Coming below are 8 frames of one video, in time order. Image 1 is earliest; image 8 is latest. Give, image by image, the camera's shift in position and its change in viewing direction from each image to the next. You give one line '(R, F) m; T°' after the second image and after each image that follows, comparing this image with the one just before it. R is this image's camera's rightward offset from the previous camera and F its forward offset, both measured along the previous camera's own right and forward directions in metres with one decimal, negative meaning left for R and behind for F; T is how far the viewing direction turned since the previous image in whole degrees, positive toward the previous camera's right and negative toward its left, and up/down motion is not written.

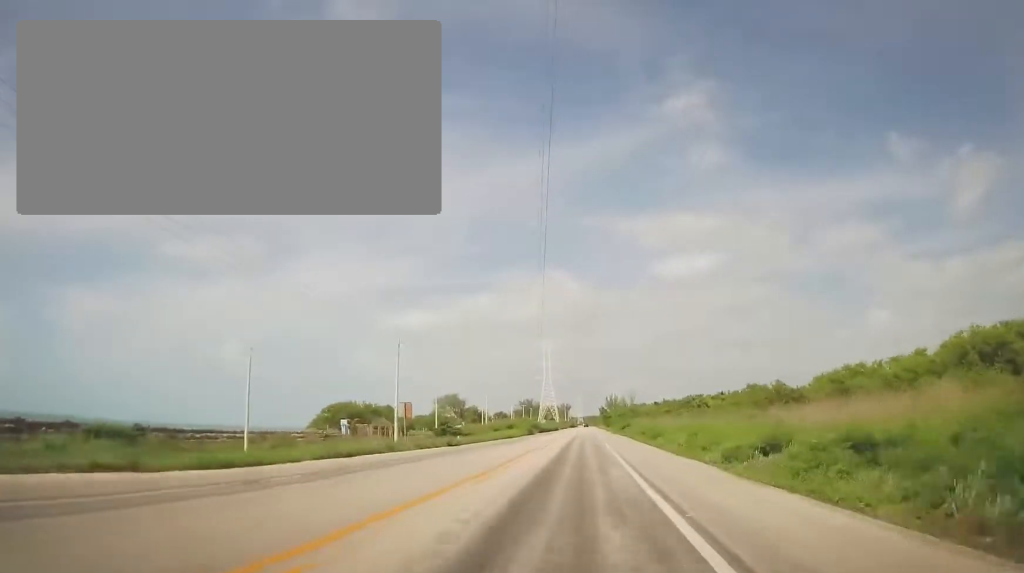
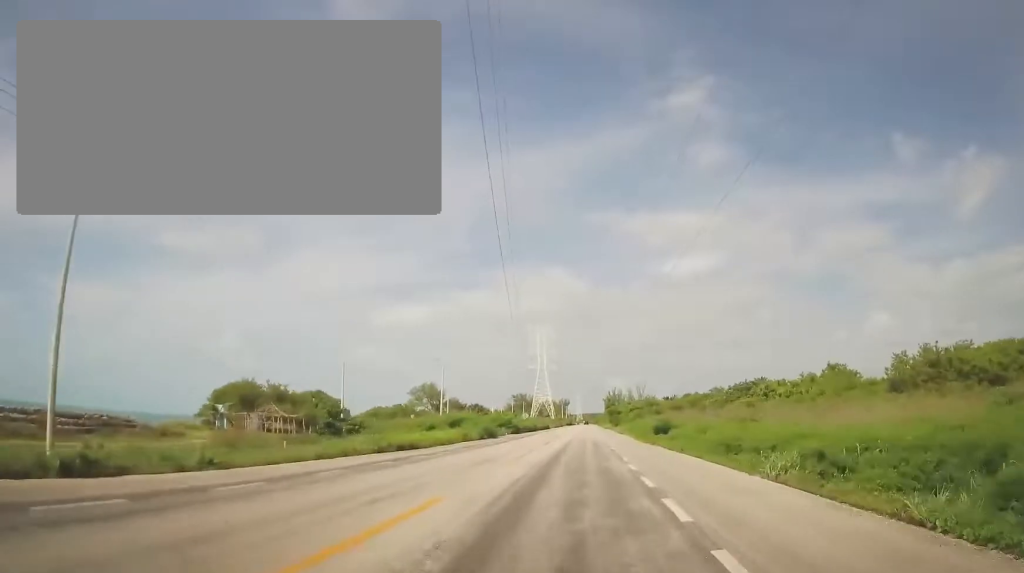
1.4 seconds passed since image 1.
(+1.0, +39.8) m; +1°
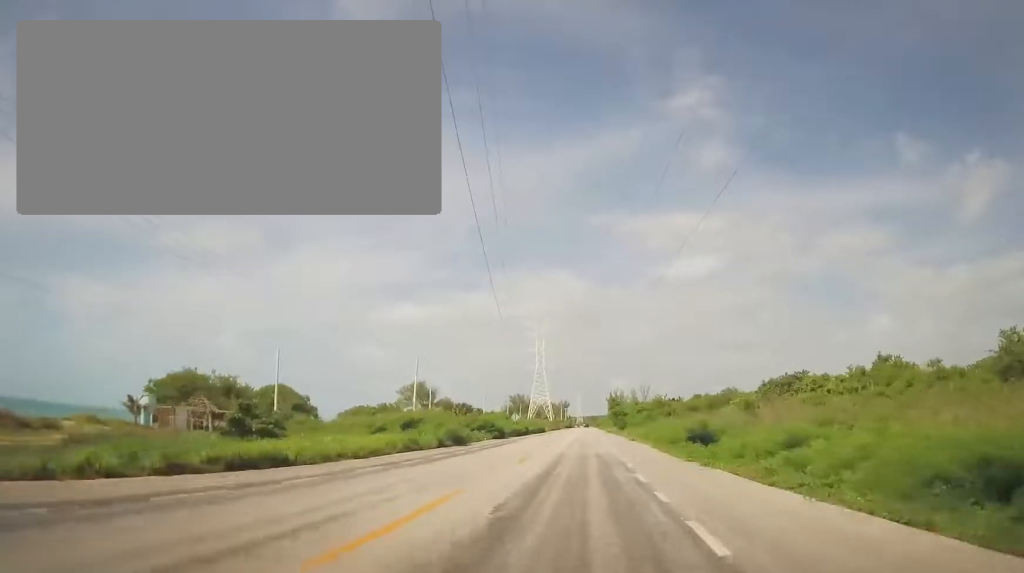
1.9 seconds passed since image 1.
(-0.1, +14.2) m; 0°
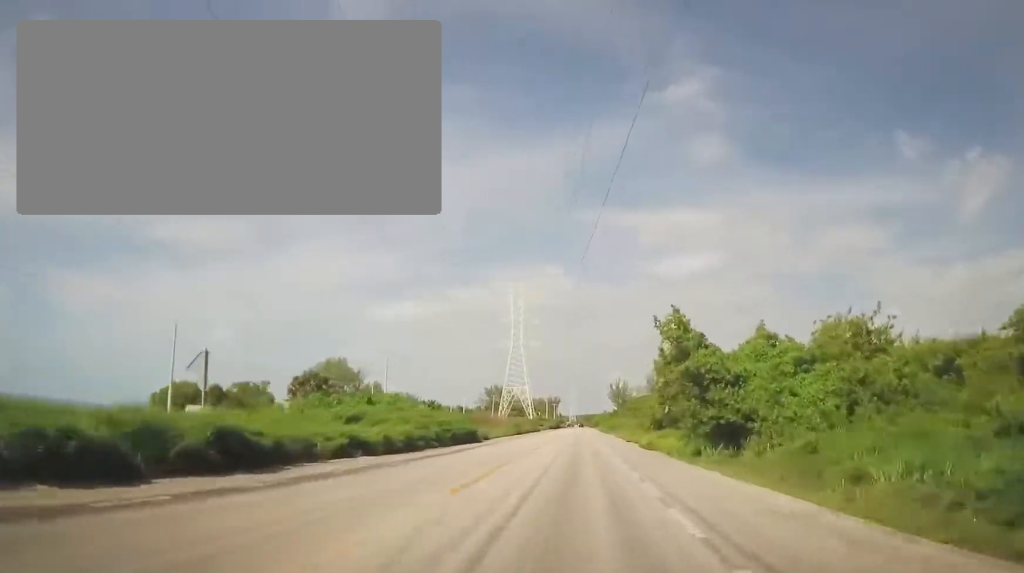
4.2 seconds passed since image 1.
(-0.9, +68.3) m; -1°
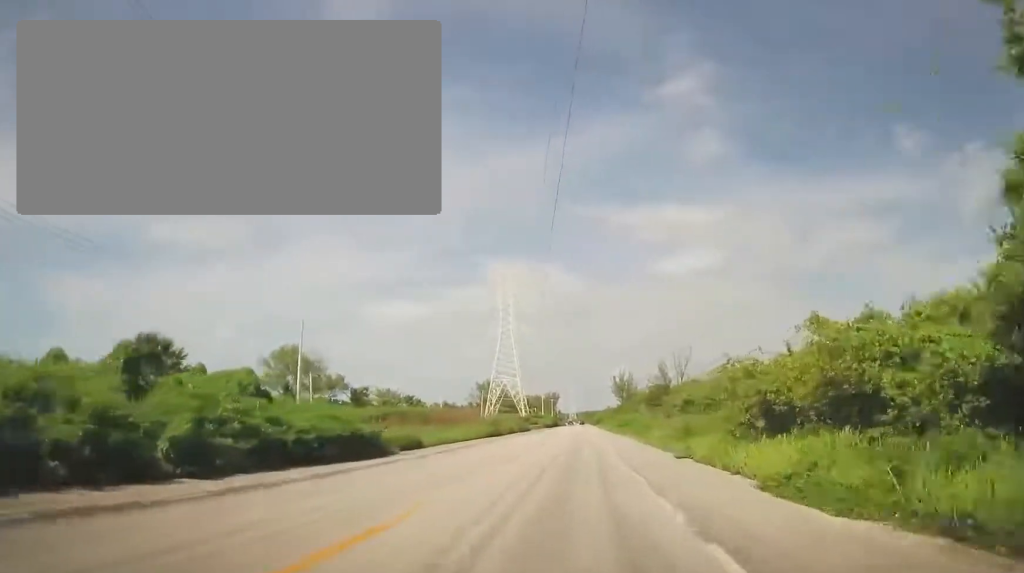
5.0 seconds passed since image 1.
(0.0, +23.9) m; 0°
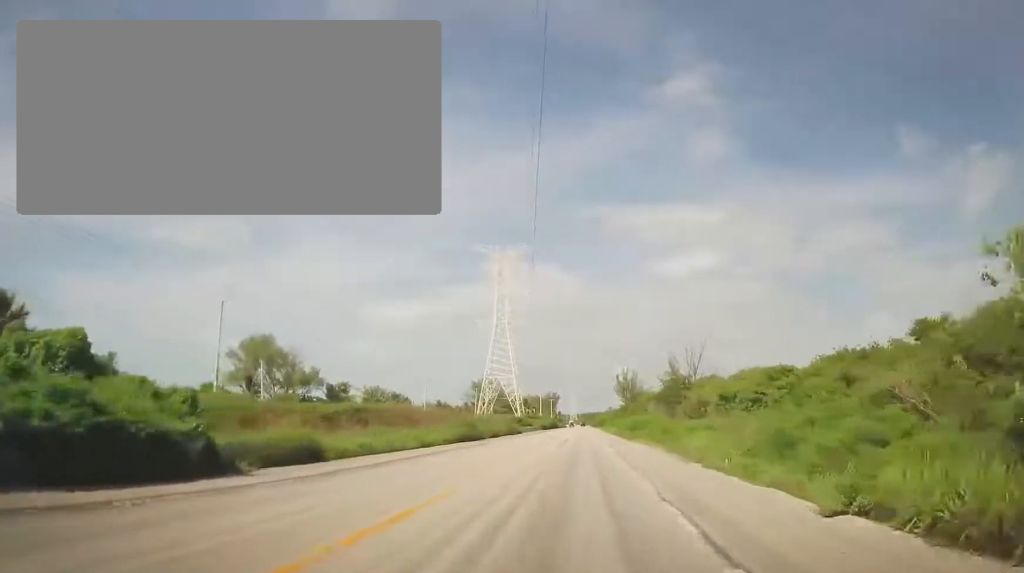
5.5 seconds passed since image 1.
(0.0, +13.1) m; 0°
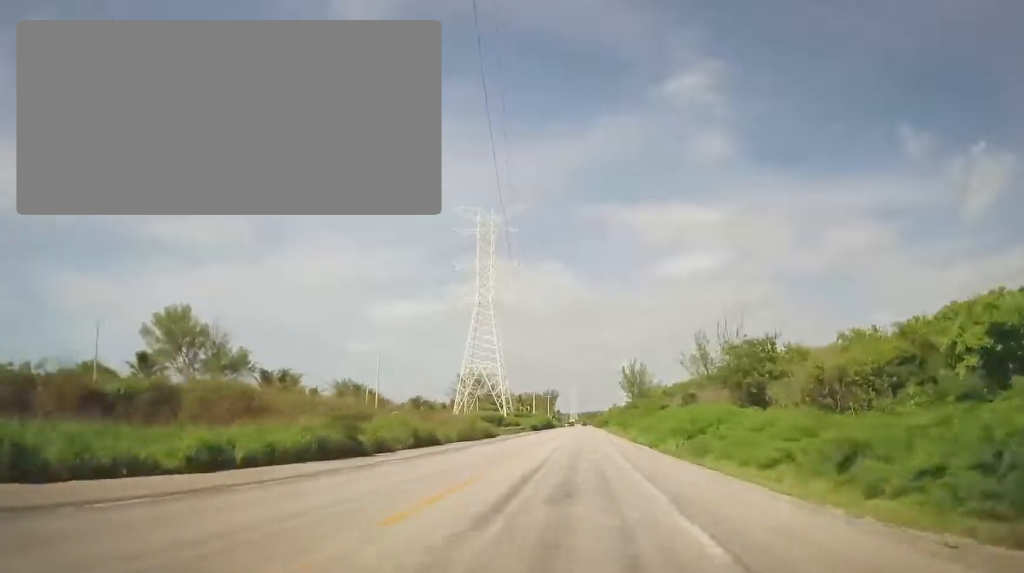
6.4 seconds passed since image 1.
(0.0, +26.3) m; 0°
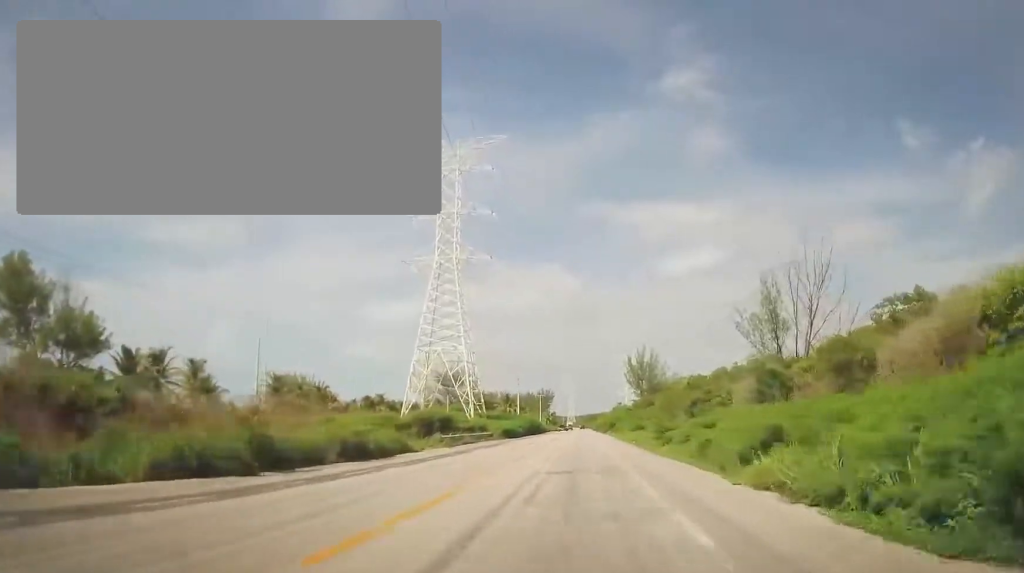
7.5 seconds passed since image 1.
(0.0, +32.1) m; 0°
